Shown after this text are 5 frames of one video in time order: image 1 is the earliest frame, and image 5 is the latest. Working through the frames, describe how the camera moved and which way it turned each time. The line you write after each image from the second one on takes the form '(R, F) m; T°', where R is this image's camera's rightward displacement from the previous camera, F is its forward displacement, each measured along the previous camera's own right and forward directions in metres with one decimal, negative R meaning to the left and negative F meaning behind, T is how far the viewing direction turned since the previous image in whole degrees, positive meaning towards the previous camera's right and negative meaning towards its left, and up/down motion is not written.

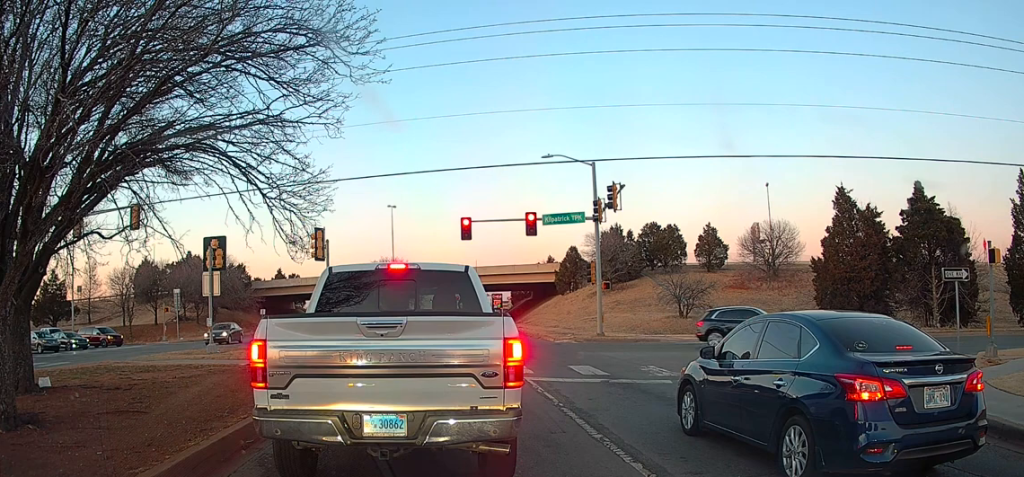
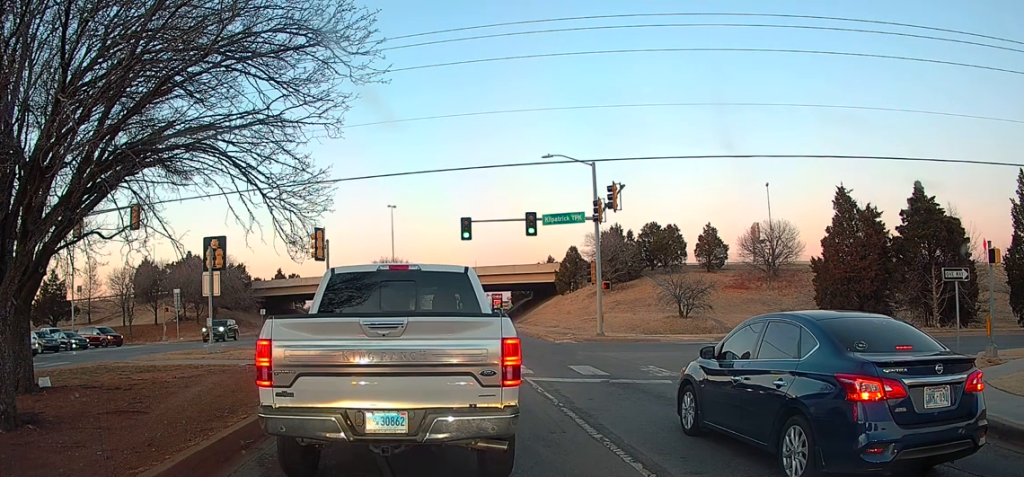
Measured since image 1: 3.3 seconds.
(0.0, 0.0) m; 0°
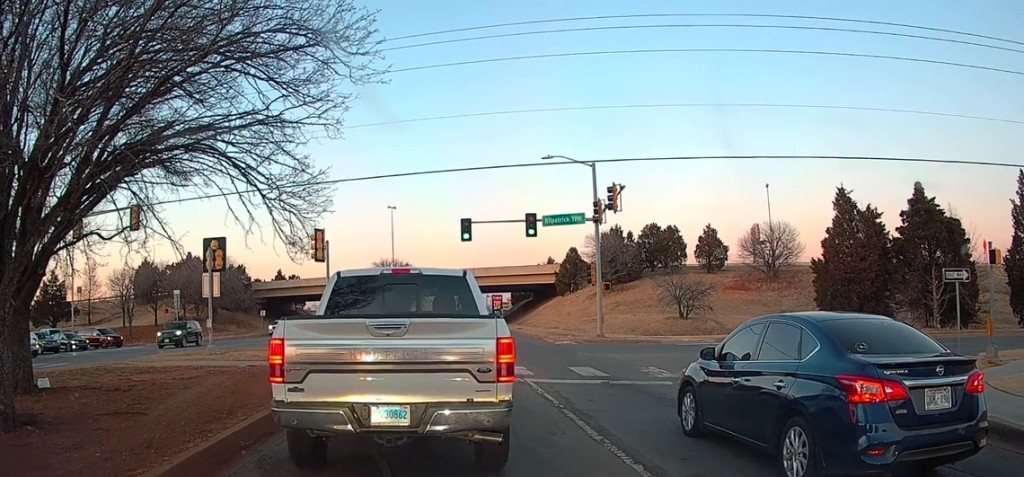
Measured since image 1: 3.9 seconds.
(0.0, 0.0) m; 0°
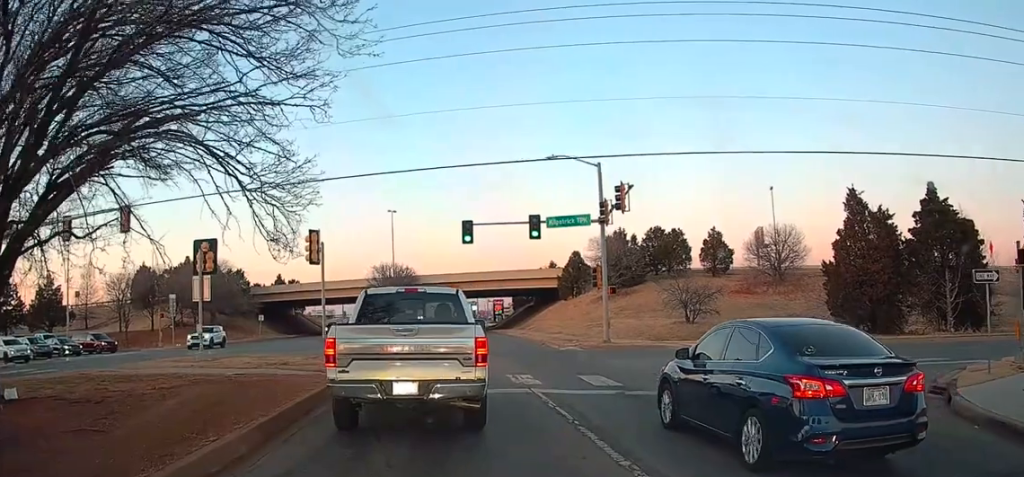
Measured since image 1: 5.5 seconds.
(0.0, +1.6) m; 0°
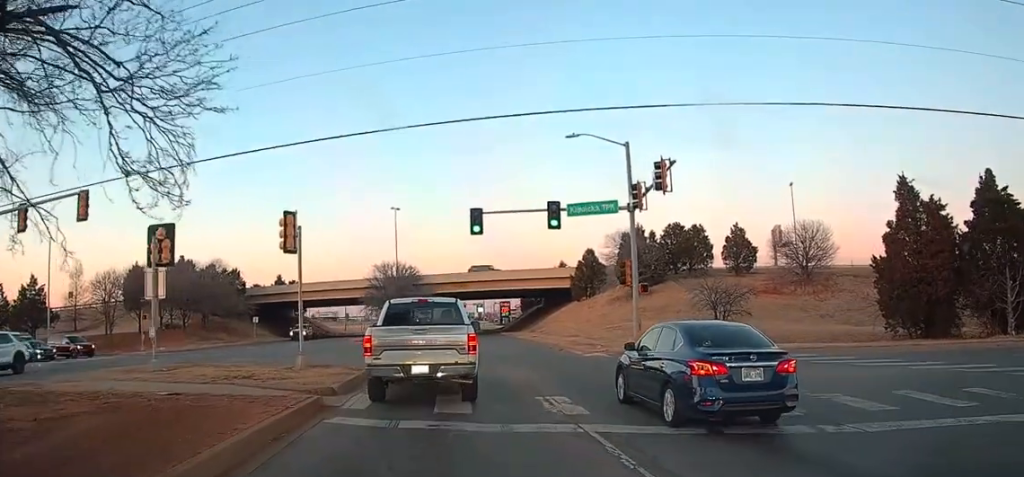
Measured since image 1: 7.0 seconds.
(0.0, +5.3) m; 0°
